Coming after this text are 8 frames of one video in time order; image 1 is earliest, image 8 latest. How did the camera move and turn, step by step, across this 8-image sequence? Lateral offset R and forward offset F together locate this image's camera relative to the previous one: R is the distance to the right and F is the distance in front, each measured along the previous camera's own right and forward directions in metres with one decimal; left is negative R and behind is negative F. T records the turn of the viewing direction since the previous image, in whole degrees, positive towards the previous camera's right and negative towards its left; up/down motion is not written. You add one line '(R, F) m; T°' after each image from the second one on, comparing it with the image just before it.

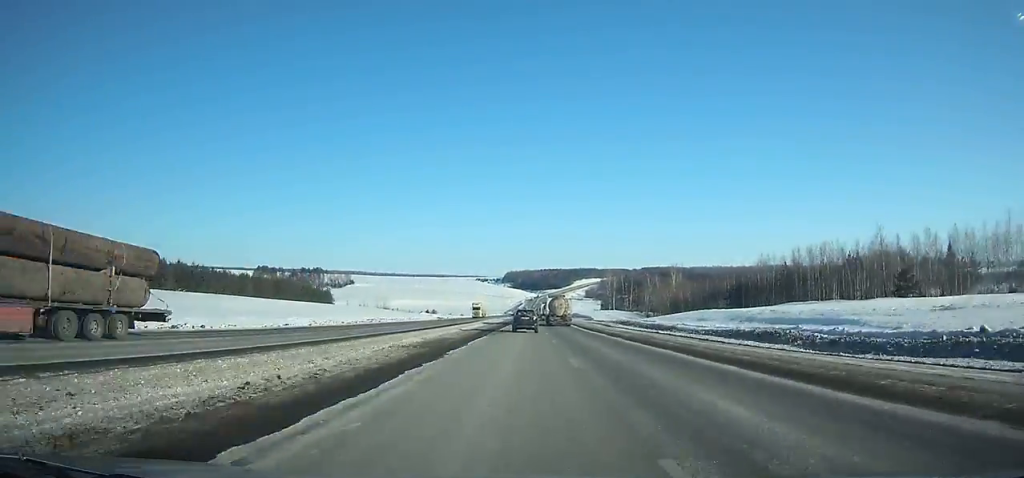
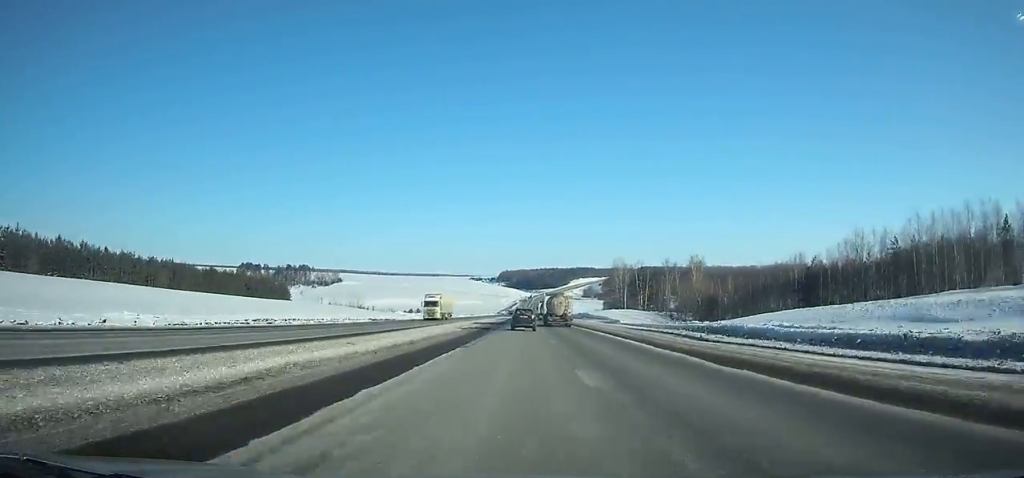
(+0.2, +42.6) m; 0°
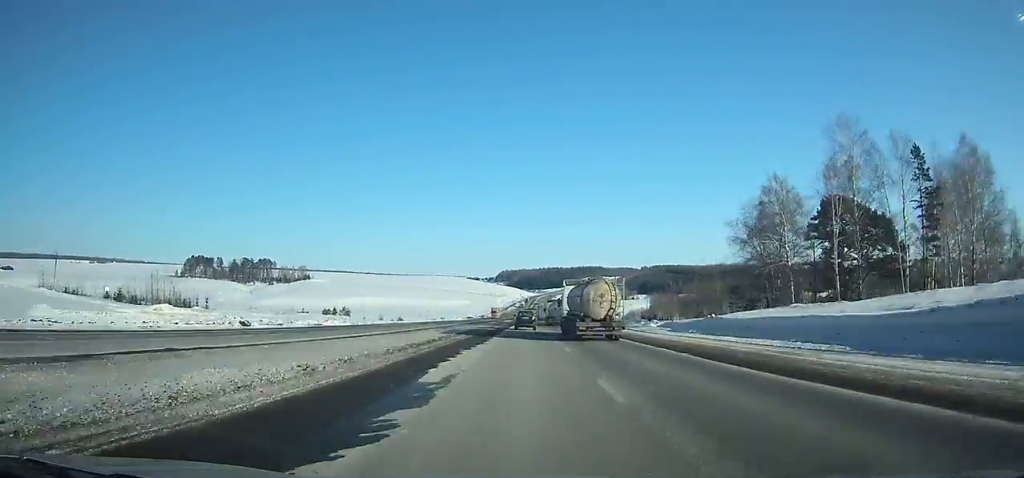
(+0.7, +151.4) m; 0°
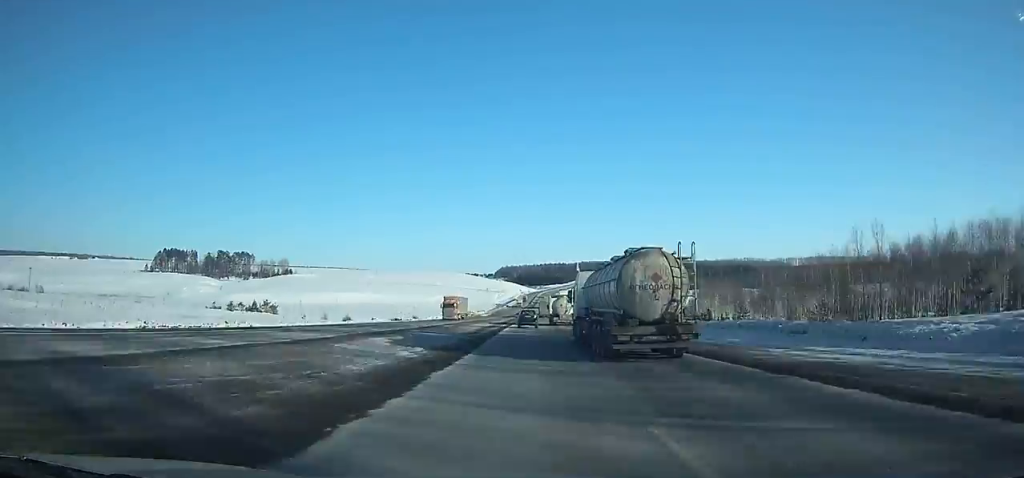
(+0.1, +65.6) m; 0°
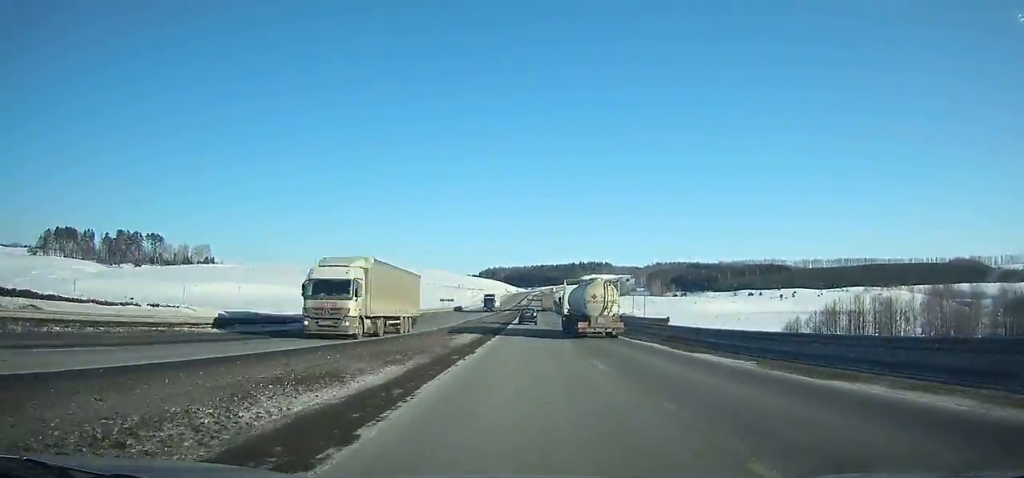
(+0.3, +168.0) m; +1°
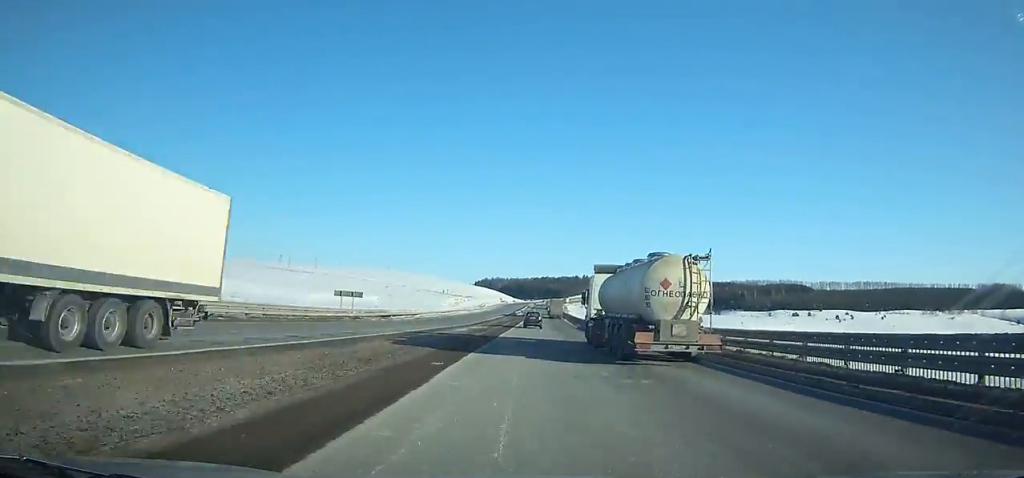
(+0.3, +73.8) m; +1°
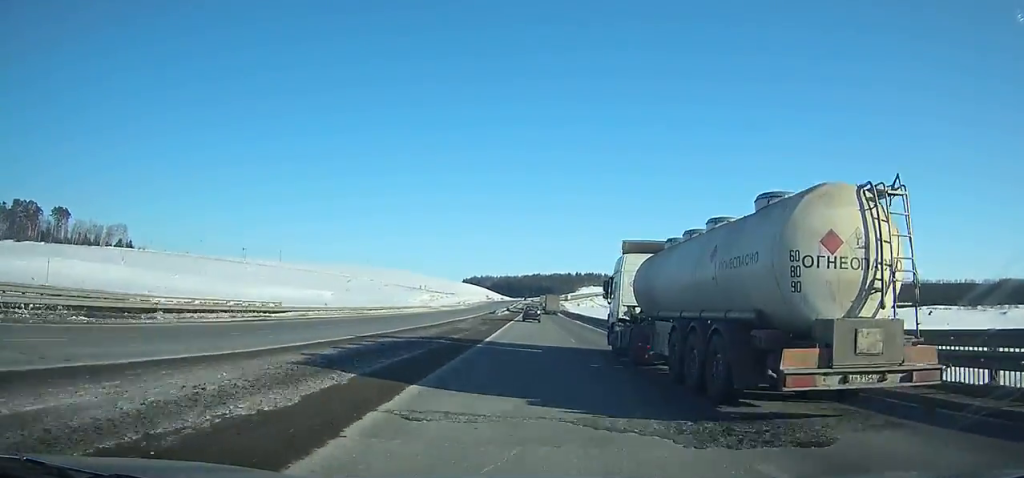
(+0.3, +49.3) m; 0°
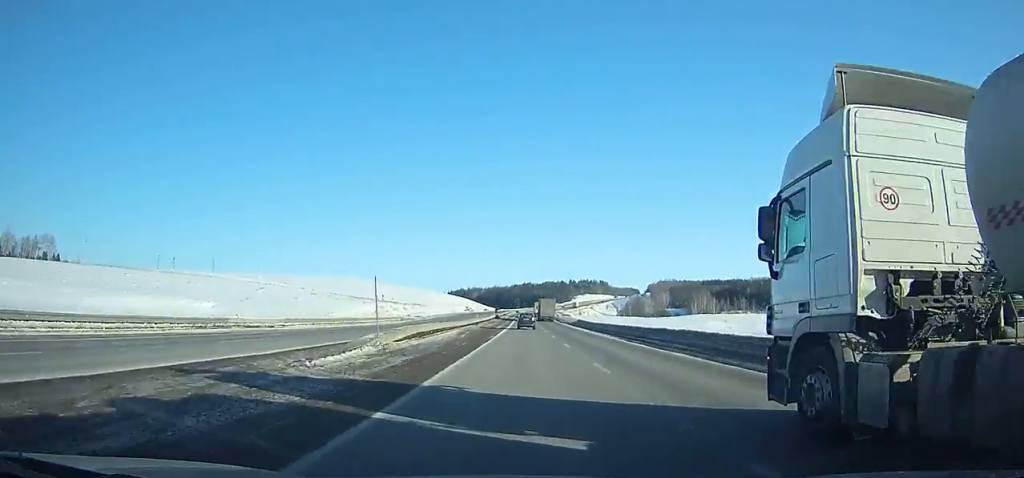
(+0.4, +70.8) m; 0°
